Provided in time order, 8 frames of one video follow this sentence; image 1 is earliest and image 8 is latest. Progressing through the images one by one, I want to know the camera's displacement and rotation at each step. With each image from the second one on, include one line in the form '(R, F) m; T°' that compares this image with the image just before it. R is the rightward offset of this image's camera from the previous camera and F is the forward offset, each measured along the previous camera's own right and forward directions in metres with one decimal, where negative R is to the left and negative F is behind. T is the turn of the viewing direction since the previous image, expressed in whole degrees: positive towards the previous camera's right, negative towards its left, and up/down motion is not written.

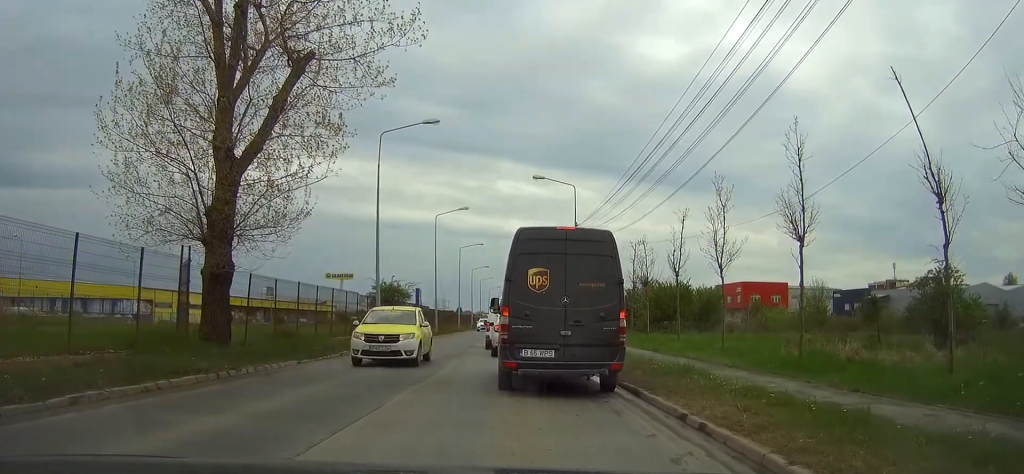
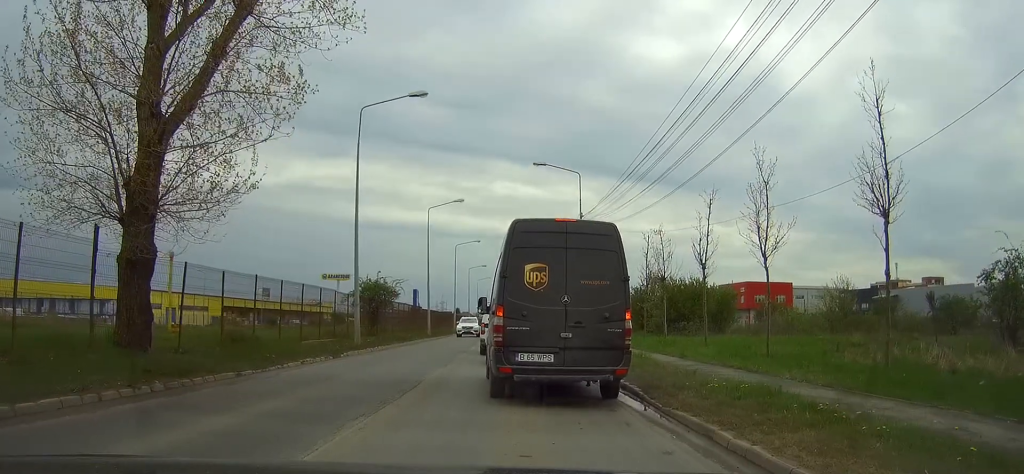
(+0.1, +4.0) m; +5°
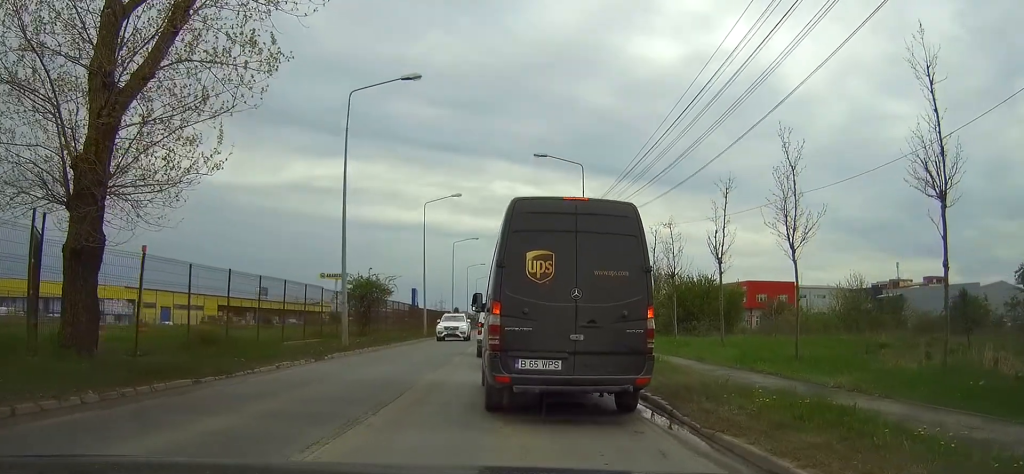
(+0.1, +1.7) m; +4°
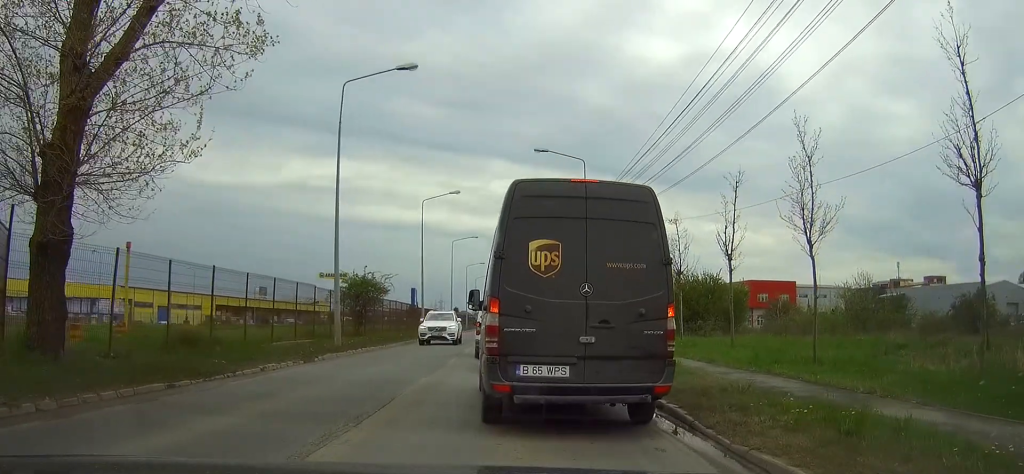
(0.0, +0.9) m; 0°
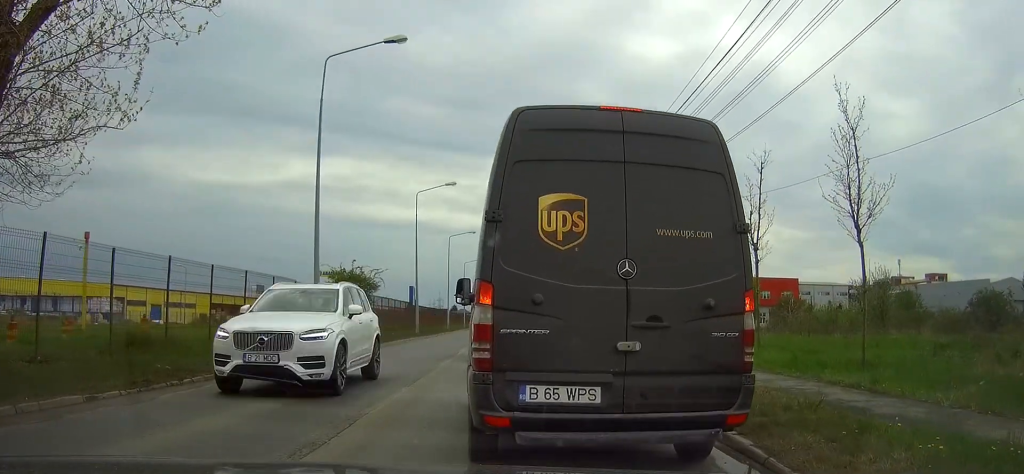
(-0.1, +2.1) m; 0°
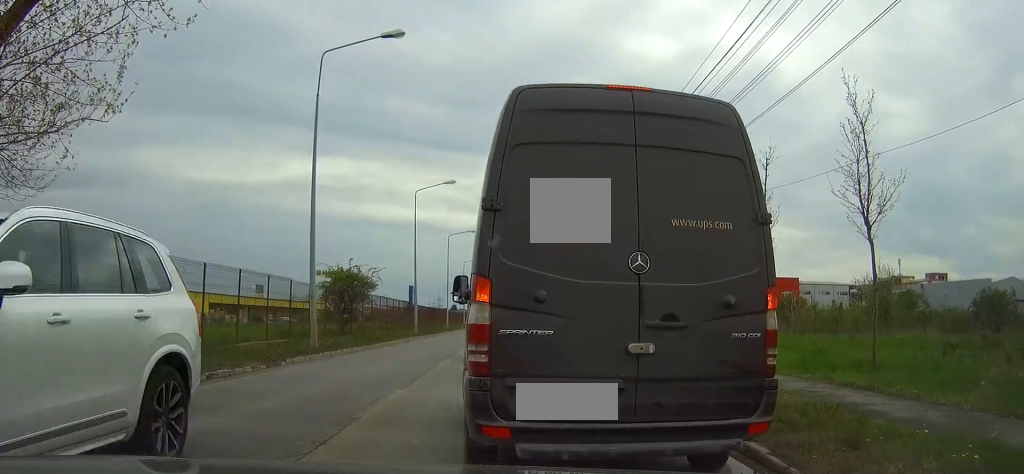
(-0.1, +0.4) m; 0°
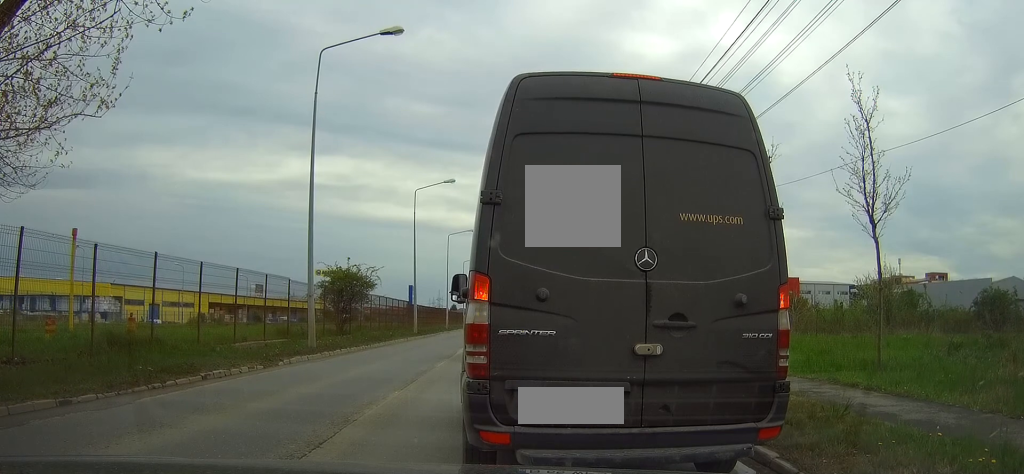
(-0.2, +0.5) m; 0°
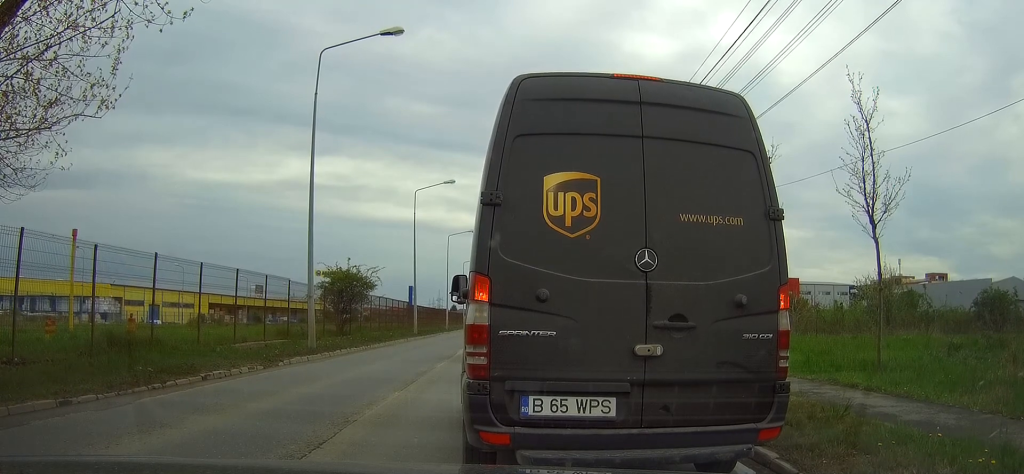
(-0.2, +0.3) m; 0°
